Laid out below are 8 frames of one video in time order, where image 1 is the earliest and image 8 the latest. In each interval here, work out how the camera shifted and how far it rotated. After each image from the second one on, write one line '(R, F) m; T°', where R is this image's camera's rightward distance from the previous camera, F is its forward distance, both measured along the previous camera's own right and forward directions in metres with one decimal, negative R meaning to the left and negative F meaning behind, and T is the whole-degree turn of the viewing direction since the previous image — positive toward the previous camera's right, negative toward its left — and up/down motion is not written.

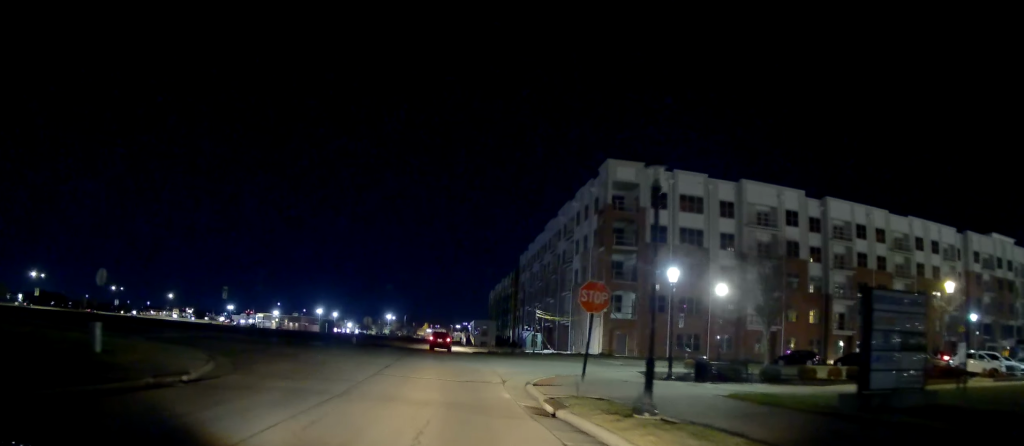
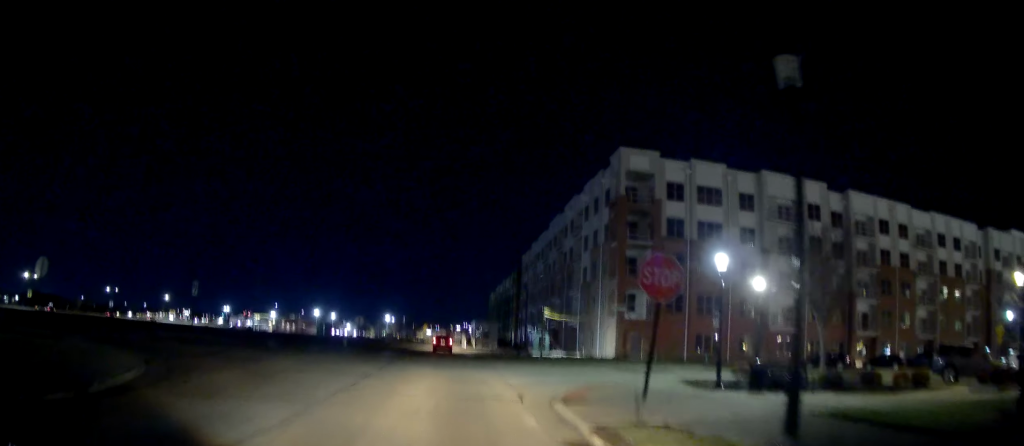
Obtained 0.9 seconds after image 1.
(0.0, +4.4) m; -1°
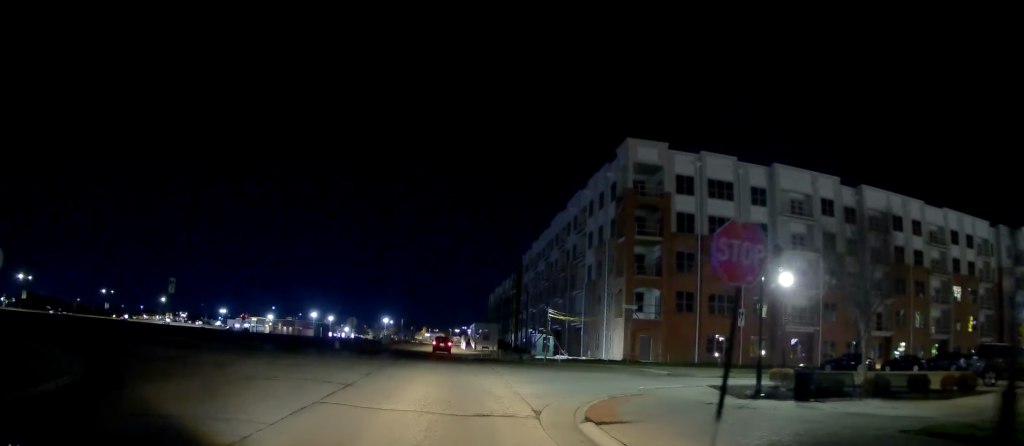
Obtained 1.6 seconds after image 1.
(0.0, +3.0) m; 0°
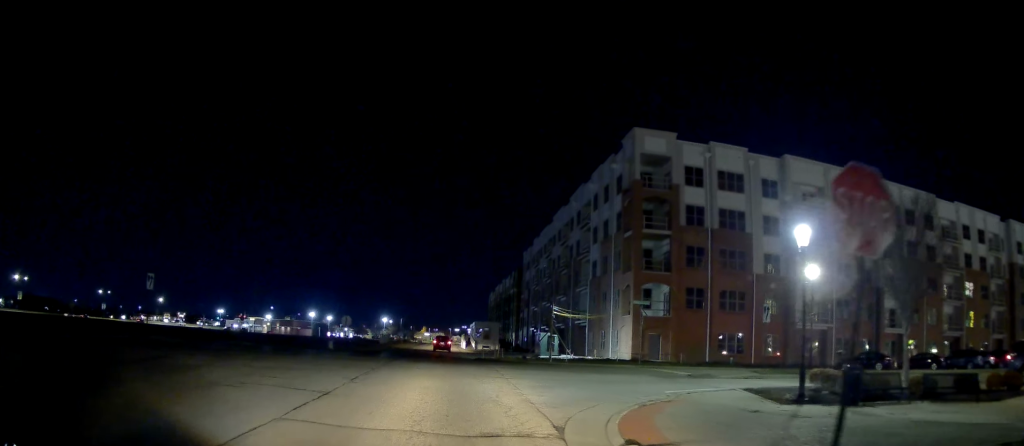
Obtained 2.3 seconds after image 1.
(0.0, +2.6) m; +2°
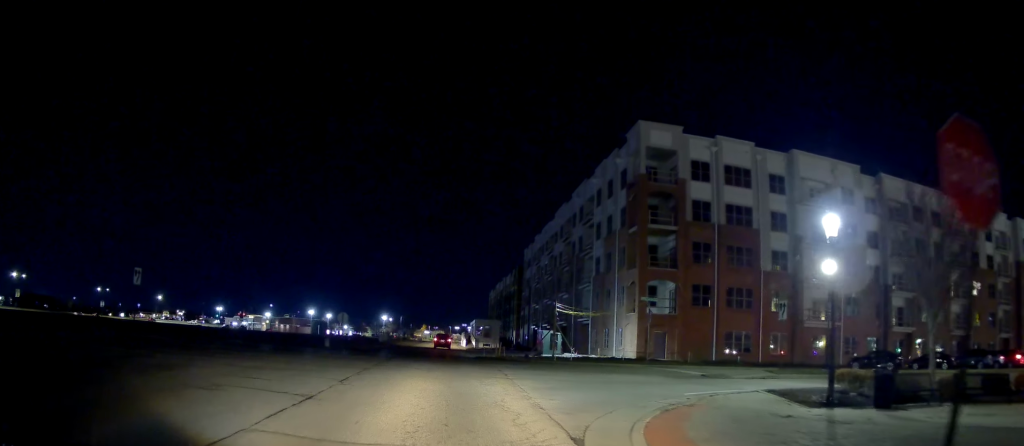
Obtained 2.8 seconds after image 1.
(0.0, +1.7) m; +1°
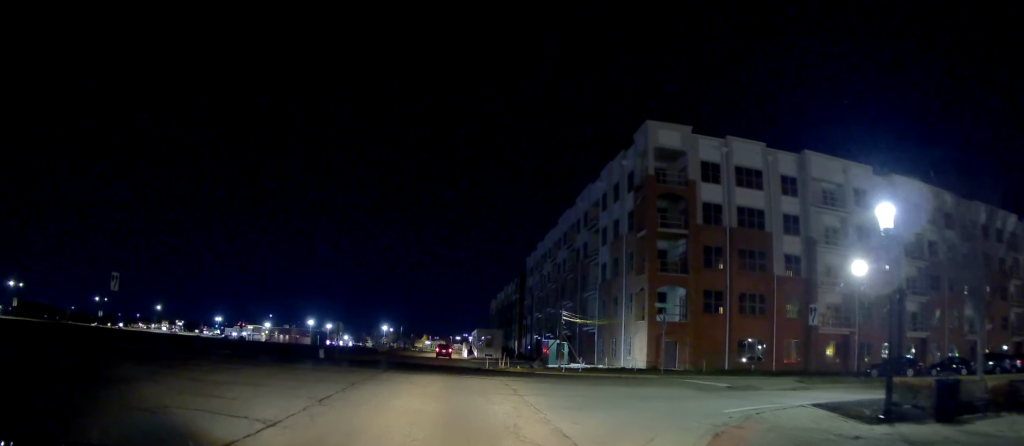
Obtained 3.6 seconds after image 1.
(+0.1, +2.8) m; +1°
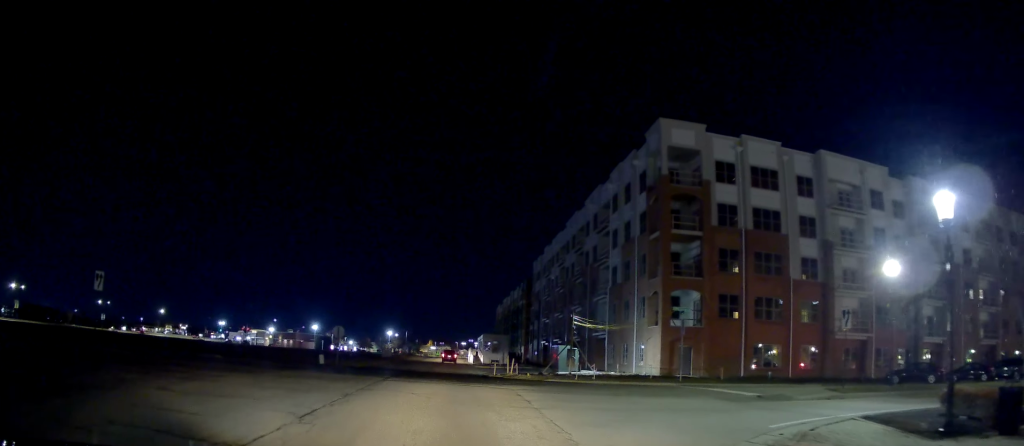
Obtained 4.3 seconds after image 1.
(-0.1, +2.3) m; -2°
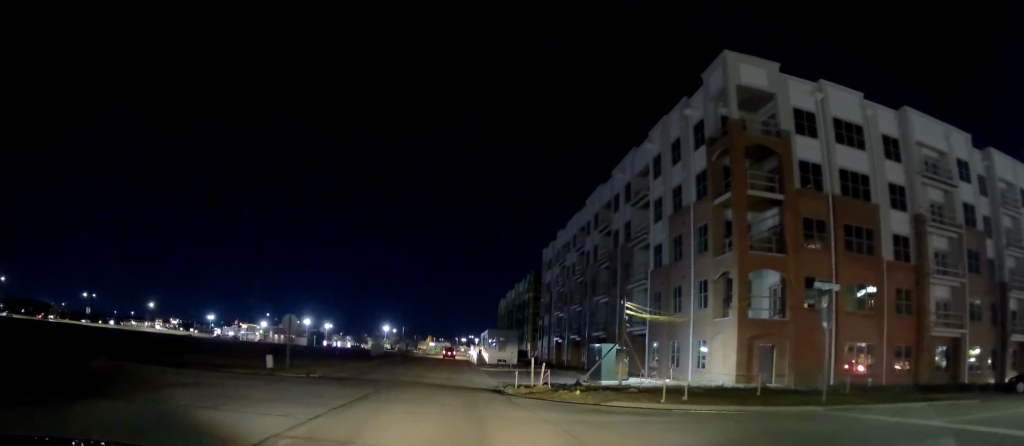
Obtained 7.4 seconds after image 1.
(-0.6, +12.5) m; -6°
